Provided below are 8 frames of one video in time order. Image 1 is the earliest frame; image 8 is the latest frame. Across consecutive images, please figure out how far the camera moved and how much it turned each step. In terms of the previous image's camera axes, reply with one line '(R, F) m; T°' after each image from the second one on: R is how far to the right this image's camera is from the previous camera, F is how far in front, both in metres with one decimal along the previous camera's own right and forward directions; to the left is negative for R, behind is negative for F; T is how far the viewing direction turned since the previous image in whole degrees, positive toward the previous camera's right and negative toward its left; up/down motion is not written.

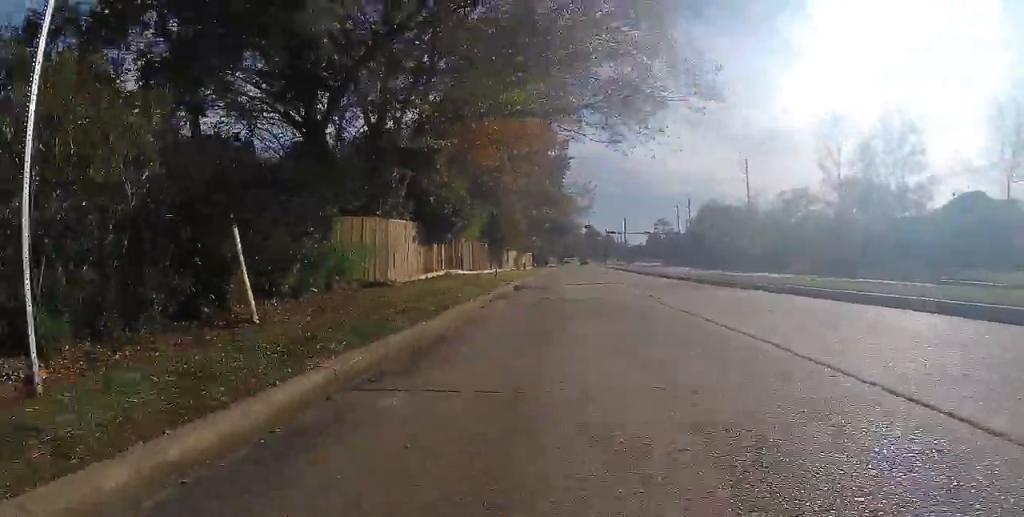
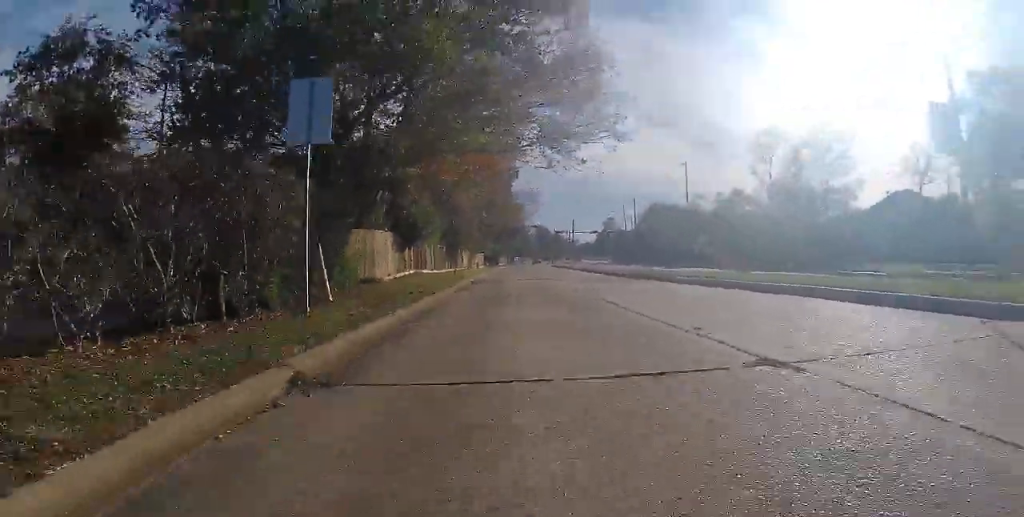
(0.0, +6.0) m; 0°
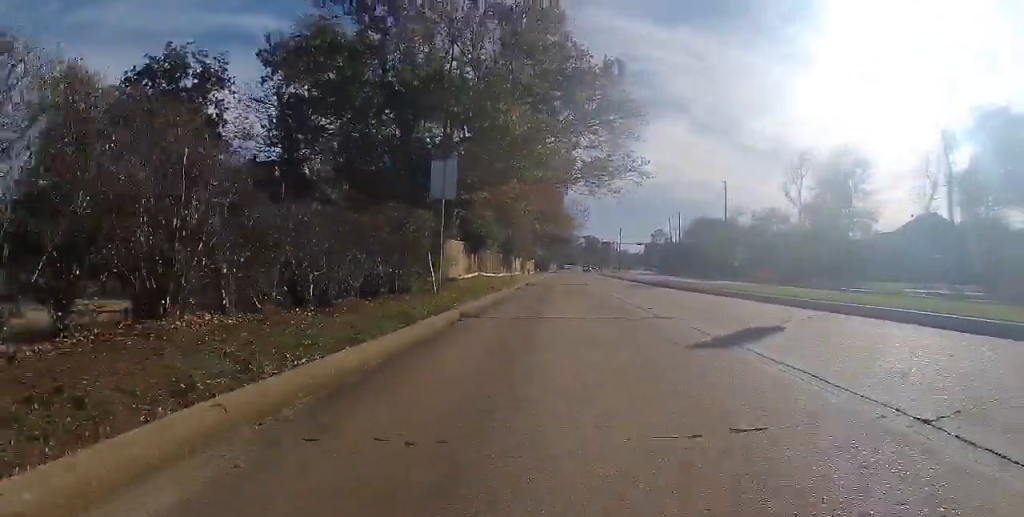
(0.0, +6.3) m; -1°
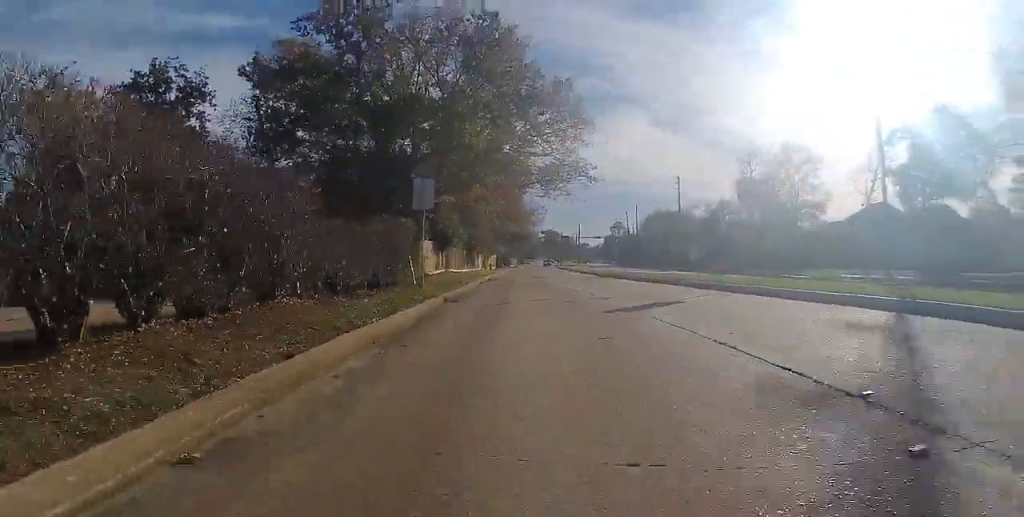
(0.0, +3.3) m; -1°
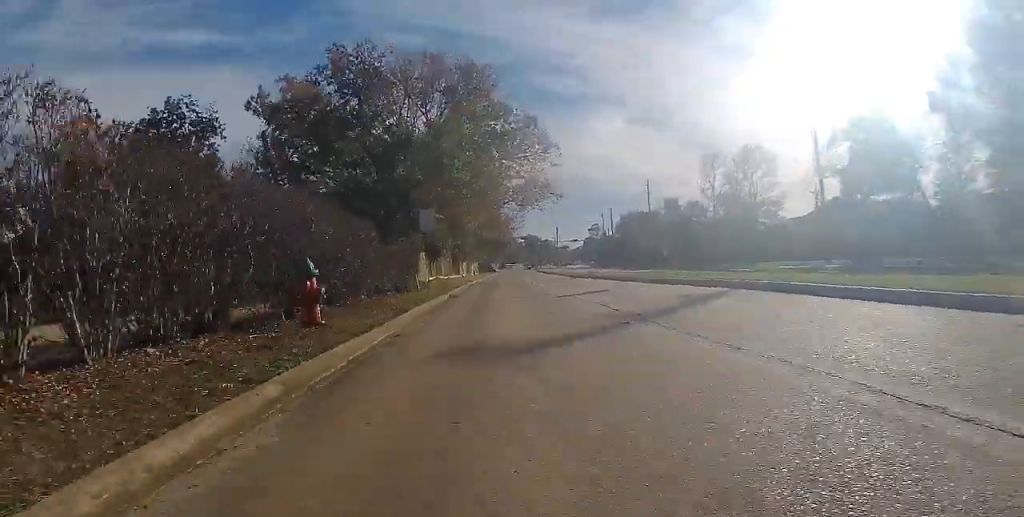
(-0.1, +4.9) m; 0°
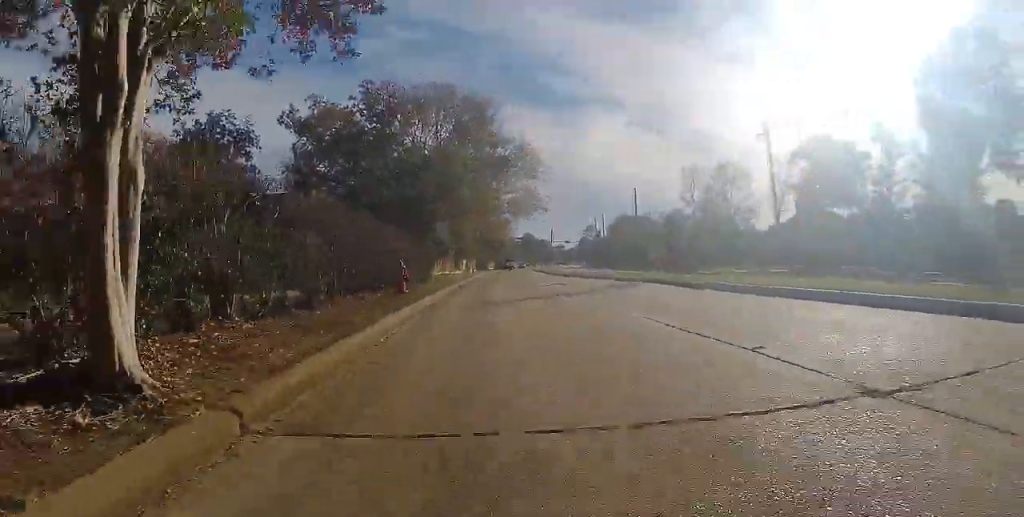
(+0.1, +6.2) m; 0°
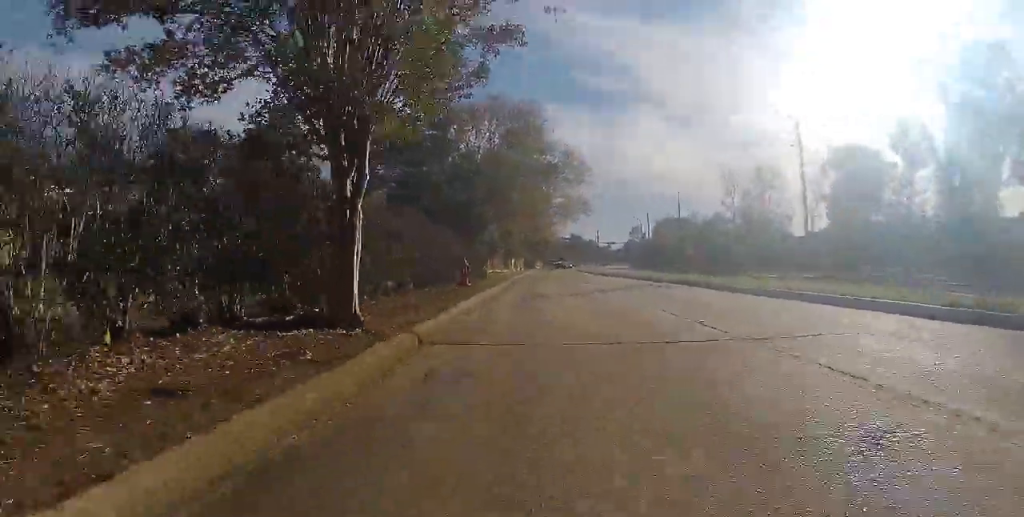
(+0.1, +2.8) m; 0°
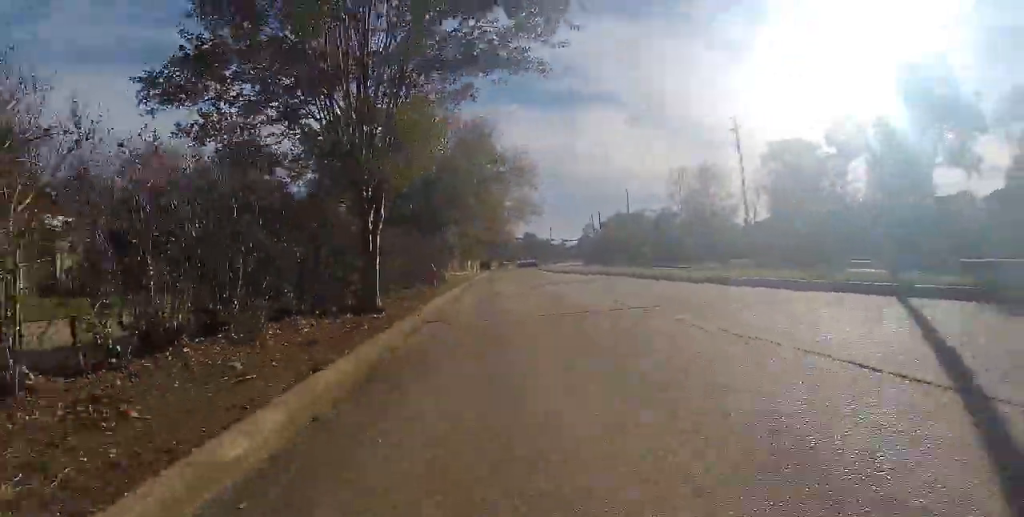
(-0.1, +3.5) m; 0°
